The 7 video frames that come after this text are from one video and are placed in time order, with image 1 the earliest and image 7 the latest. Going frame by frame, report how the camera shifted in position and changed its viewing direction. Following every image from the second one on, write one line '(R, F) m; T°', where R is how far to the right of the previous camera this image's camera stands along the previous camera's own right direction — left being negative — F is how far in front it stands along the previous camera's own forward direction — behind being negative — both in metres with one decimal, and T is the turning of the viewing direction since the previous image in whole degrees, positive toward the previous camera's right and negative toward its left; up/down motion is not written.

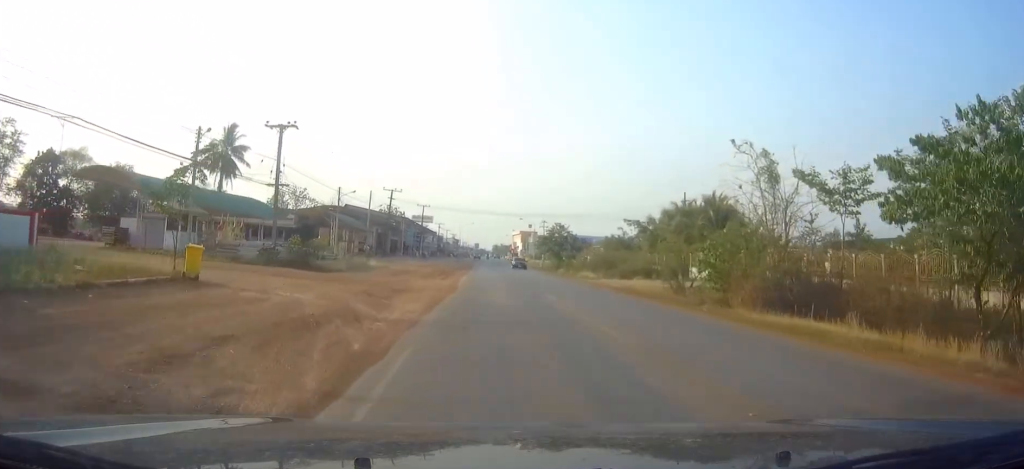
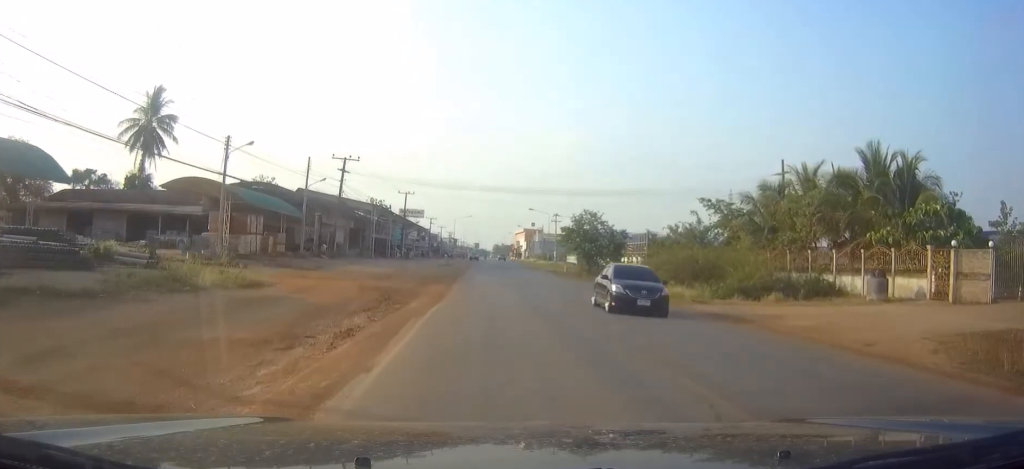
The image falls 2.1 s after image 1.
(0.0, +30.6) m; 0°
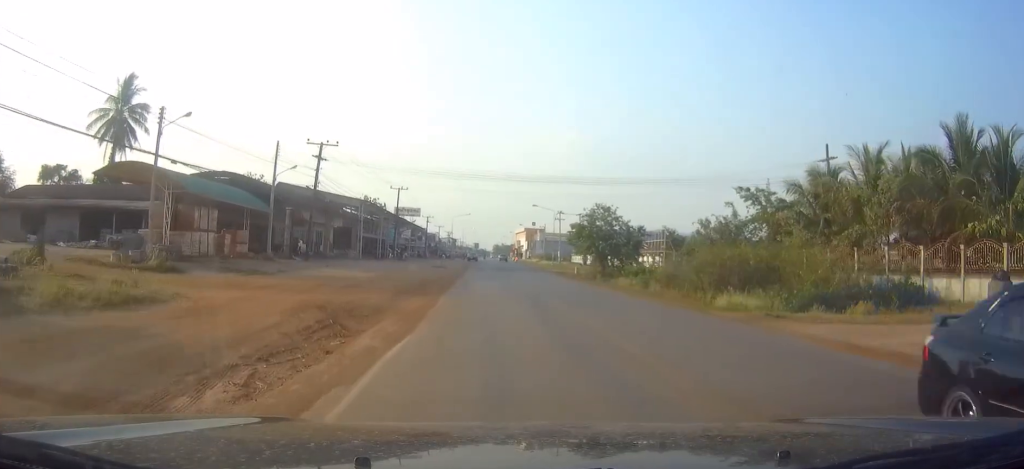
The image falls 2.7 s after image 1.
(+0.1, +8.8) m; 0°
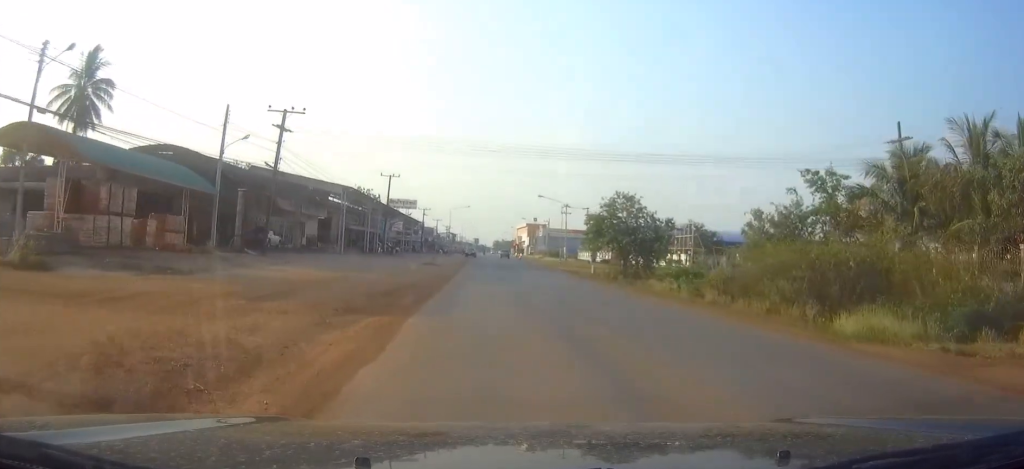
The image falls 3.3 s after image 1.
(-0.1, +9.6) m; 0°
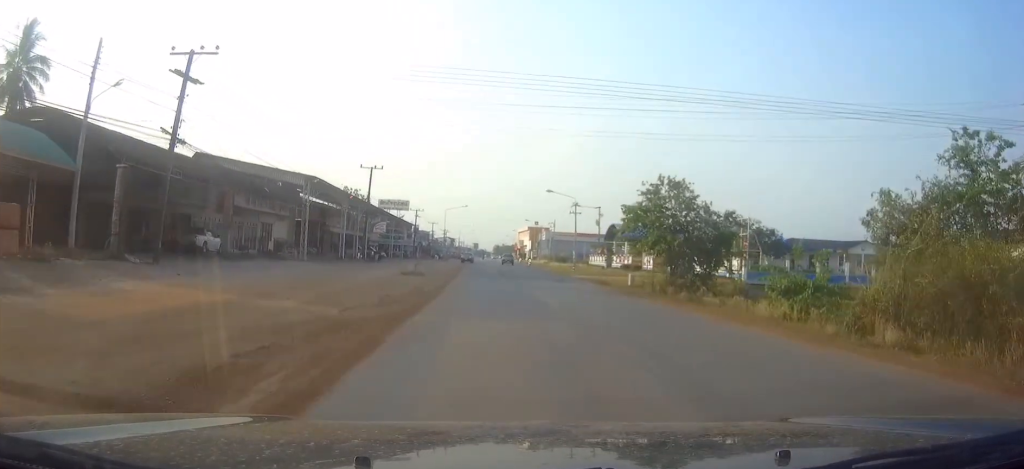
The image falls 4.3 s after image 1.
(0.0, +14.3) m; 0°
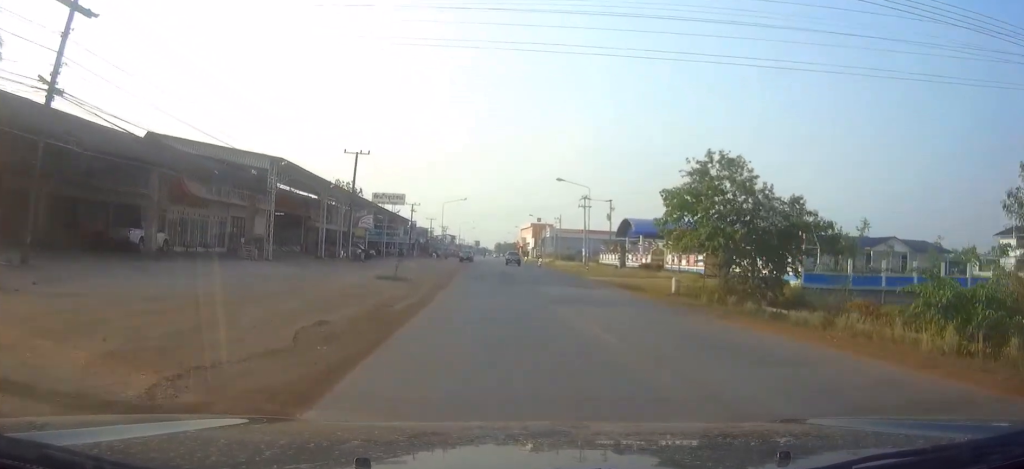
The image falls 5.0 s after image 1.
(0.0, +8.9) m; 0°
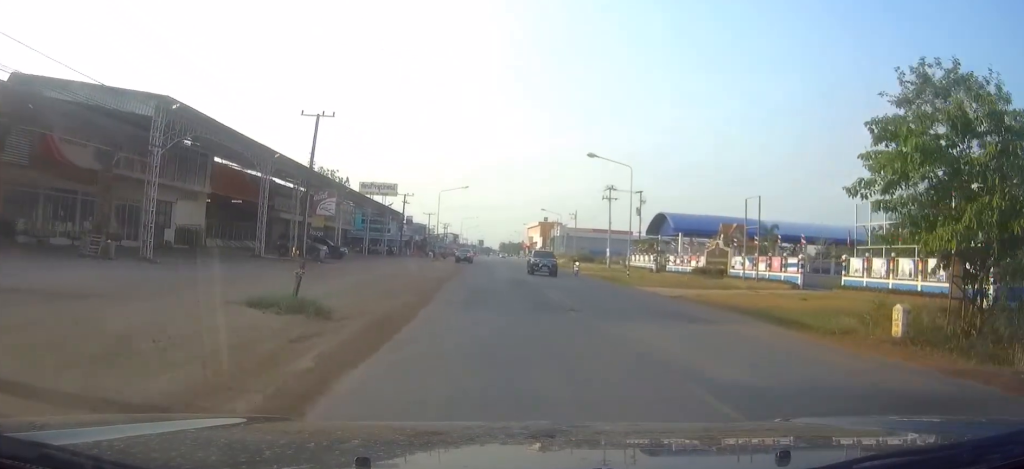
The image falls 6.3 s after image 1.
(0.0, +18.0) m; 0°
